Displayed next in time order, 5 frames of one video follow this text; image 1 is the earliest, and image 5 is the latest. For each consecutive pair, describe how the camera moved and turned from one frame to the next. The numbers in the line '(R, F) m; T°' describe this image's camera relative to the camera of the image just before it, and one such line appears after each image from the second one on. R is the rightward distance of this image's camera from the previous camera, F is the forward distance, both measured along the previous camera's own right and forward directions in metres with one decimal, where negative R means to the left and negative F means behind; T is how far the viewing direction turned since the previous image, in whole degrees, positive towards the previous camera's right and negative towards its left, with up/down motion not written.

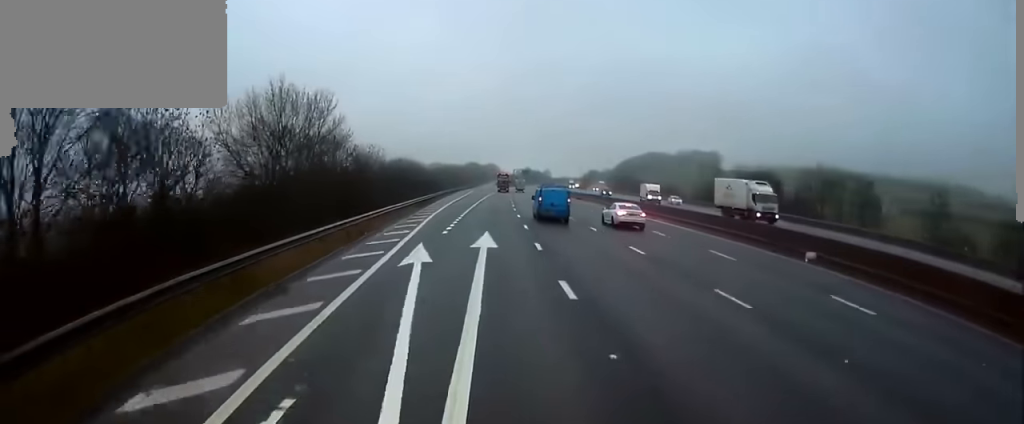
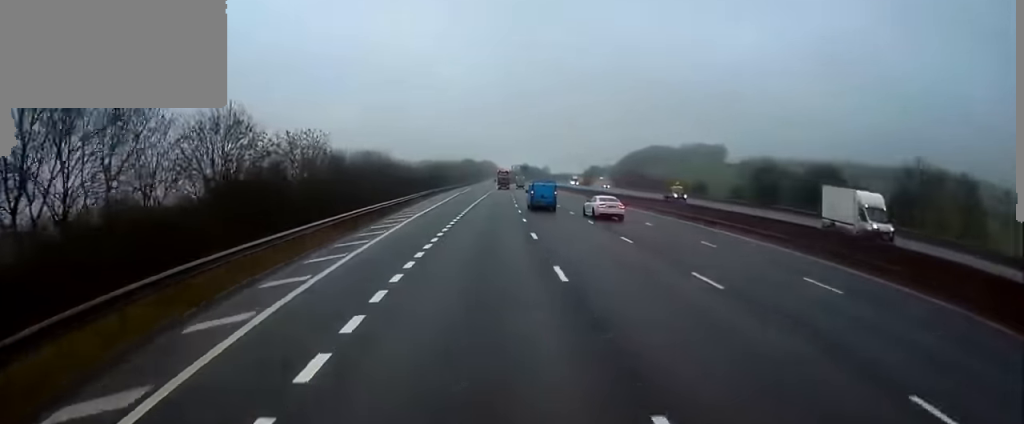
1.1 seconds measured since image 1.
(0.0, +25.6) m; 0°
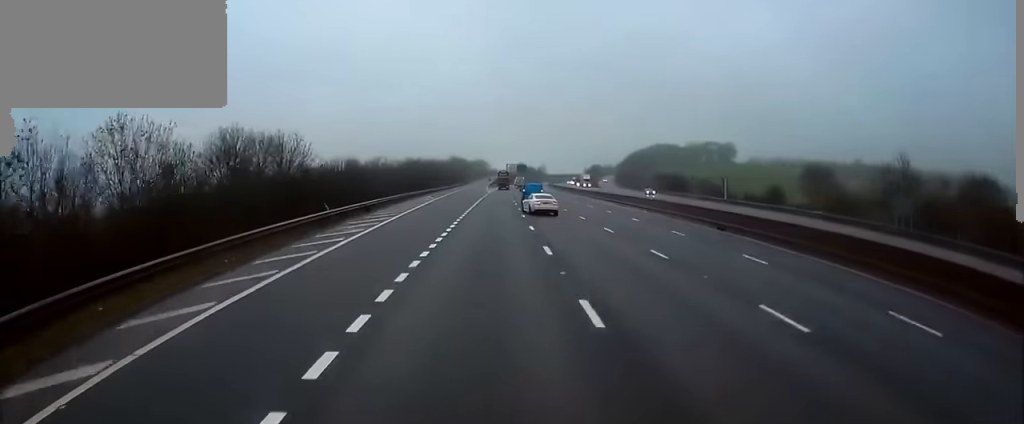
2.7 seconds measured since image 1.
(+0.4, +39.9) m; +1°
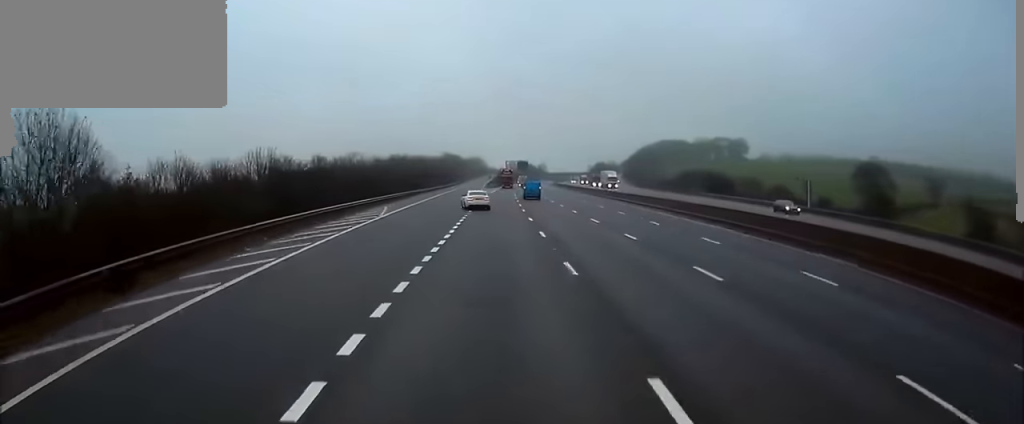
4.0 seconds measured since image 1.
(+0.2, +31.2) m; 0°
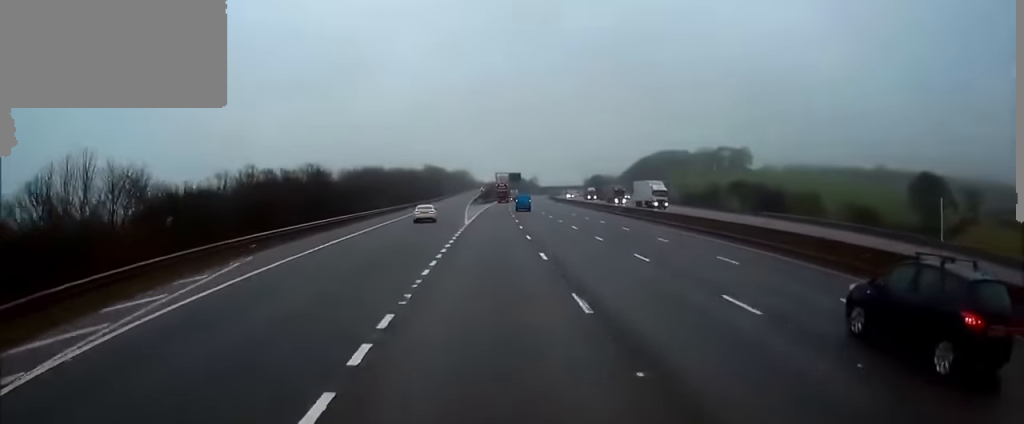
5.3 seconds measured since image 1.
(0.0, +29.6) m; 0°
